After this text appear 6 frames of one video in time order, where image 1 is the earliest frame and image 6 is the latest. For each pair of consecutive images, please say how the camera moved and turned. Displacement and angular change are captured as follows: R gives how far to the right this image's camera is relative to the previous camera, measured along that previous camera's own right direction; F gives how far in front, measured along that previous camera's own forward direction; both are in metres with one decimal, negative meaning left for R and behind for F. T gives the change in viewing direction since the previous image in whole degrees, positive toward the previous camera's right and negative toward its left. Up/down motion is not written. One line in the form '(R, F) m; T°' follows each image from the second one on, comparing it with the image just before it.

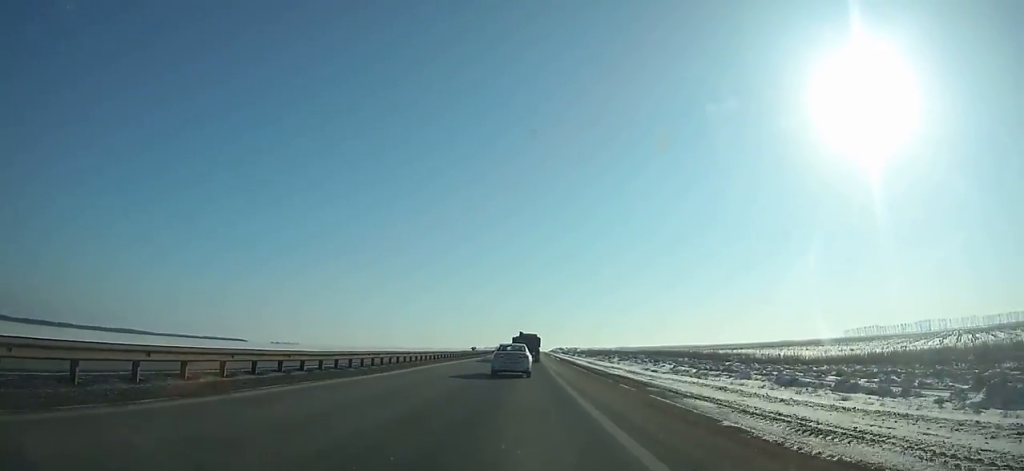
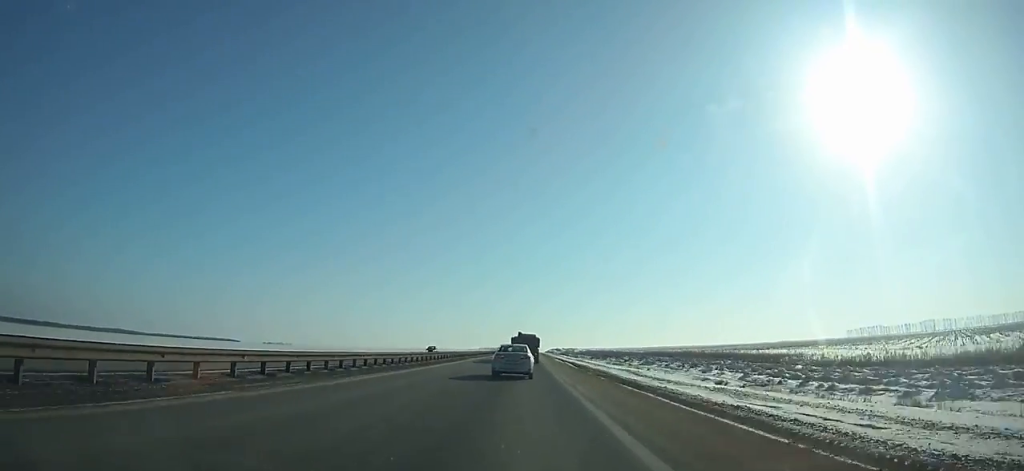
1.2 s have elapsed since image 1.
(+0.3, +27.1) m; 0°
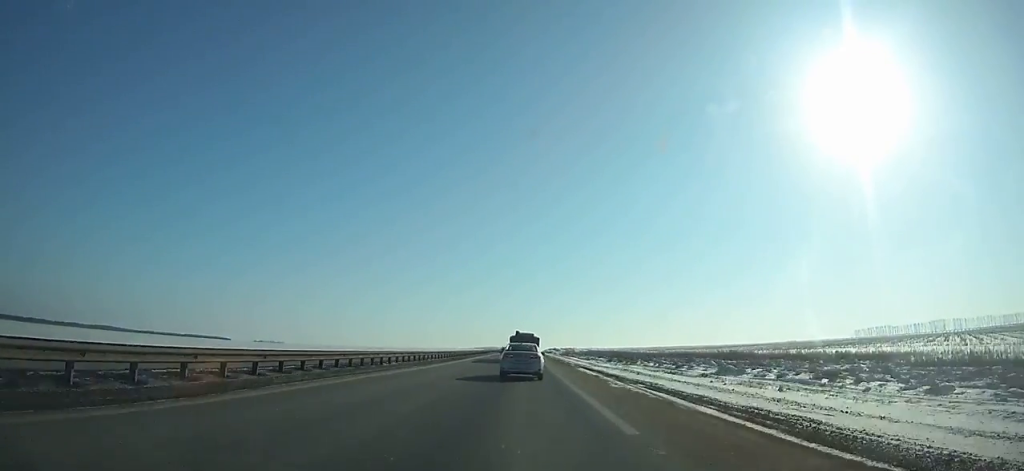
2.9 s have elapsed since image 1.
(+0.2, +38.2) m; 0°
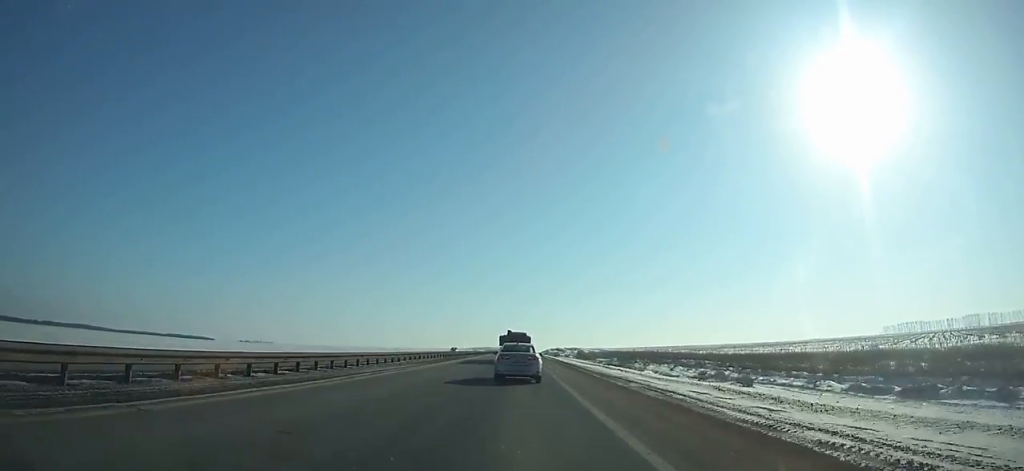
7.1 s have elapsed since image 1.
(+0.5, +92.9) m; 0°
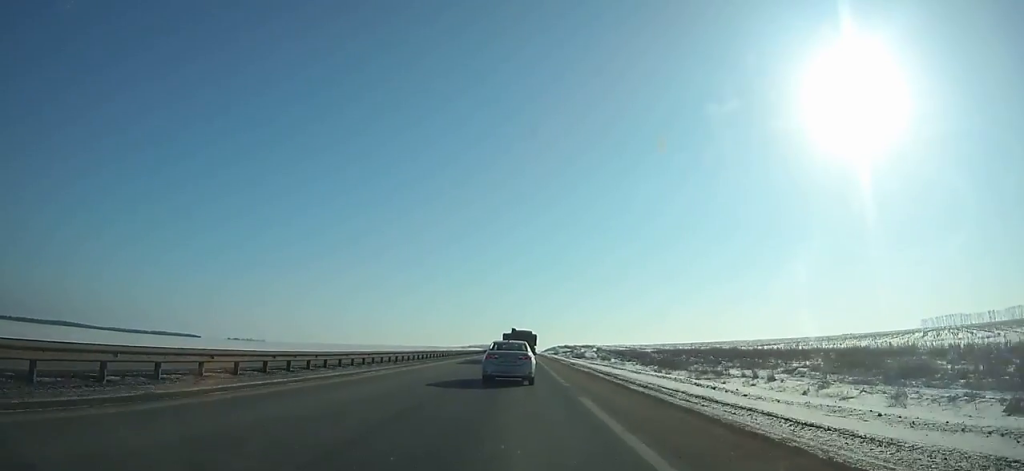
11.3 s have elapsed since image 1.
(-0.3, +91.0) m; -1°
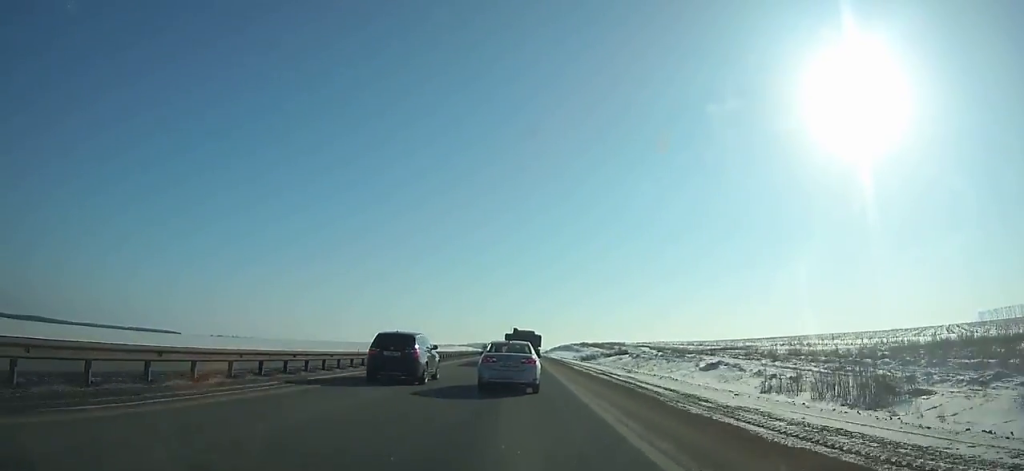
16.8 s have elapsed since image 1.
(+0.2, +117.8) m; 0°
